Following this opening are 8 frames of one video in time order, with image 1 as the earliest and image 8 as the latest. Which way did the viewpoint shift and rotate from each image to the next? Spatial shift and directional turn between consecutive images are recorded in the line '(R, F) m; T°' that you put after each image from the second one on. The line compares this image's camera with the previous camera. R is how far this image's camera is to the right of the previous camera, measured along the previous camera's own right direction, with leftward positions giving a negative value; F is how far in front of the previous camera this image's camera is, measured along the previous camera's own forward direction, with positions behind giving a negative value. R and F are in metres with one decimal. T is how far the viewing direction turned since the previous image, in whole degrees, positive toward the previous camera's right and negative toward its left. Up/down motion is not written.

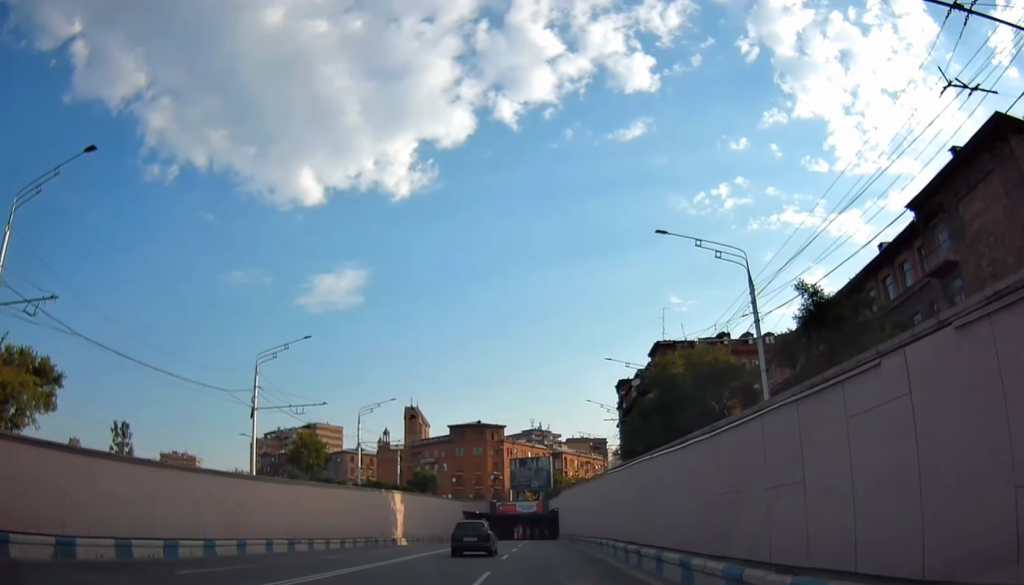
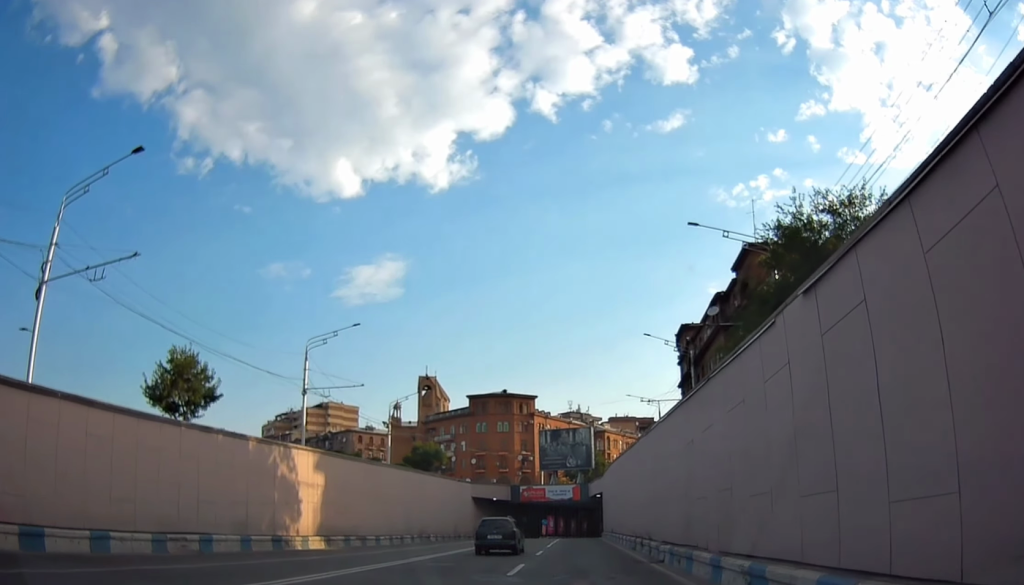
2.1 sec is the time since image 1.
(-1.7, +31.2) m; -5°
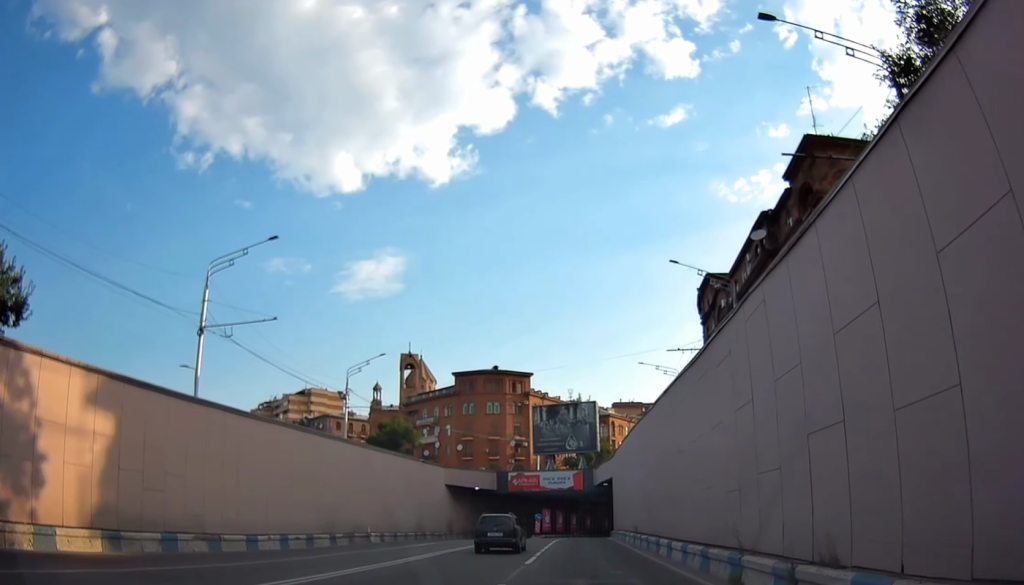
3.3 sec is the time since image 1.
(0.0, +18.3) m; +1°
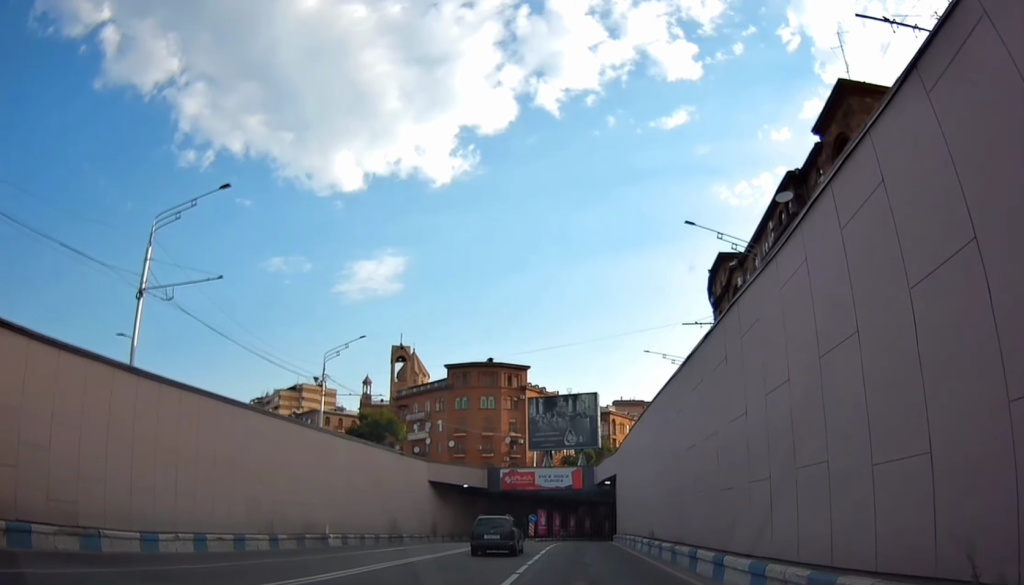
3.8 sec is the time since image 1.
(+0.1, +7.2) m; +1°
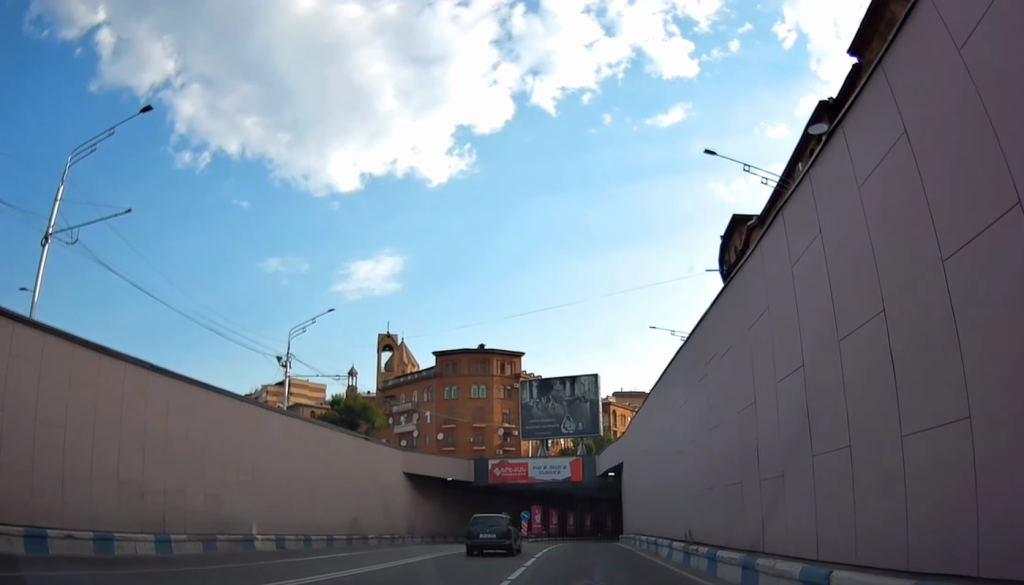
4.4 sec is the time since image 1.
(+0.1, +8.5) m; +1°
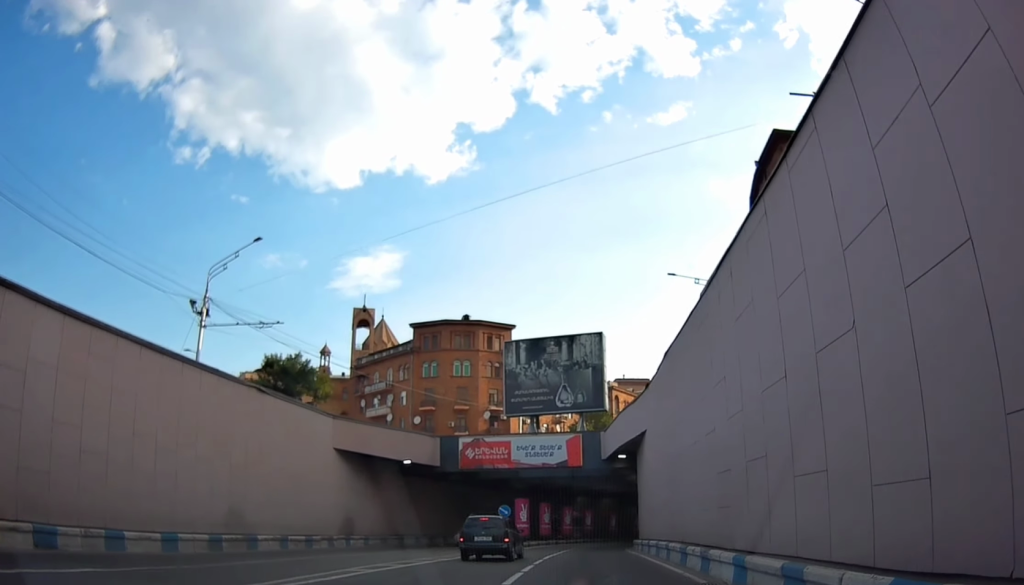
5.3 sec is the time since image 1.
(+0.1, +15.0) m; +1°
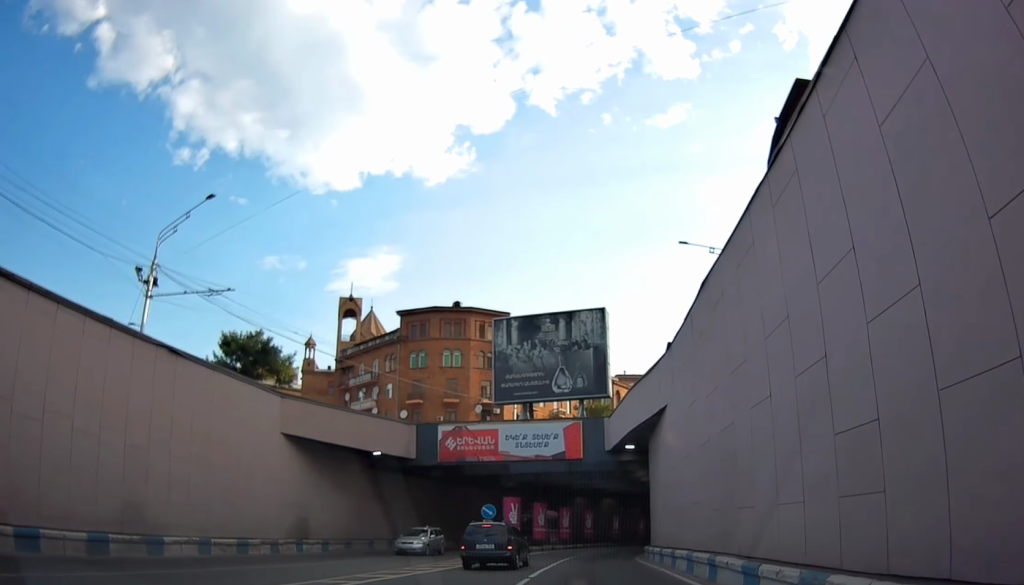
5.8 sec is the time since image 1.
(+0.1, +6.9) m; 0°
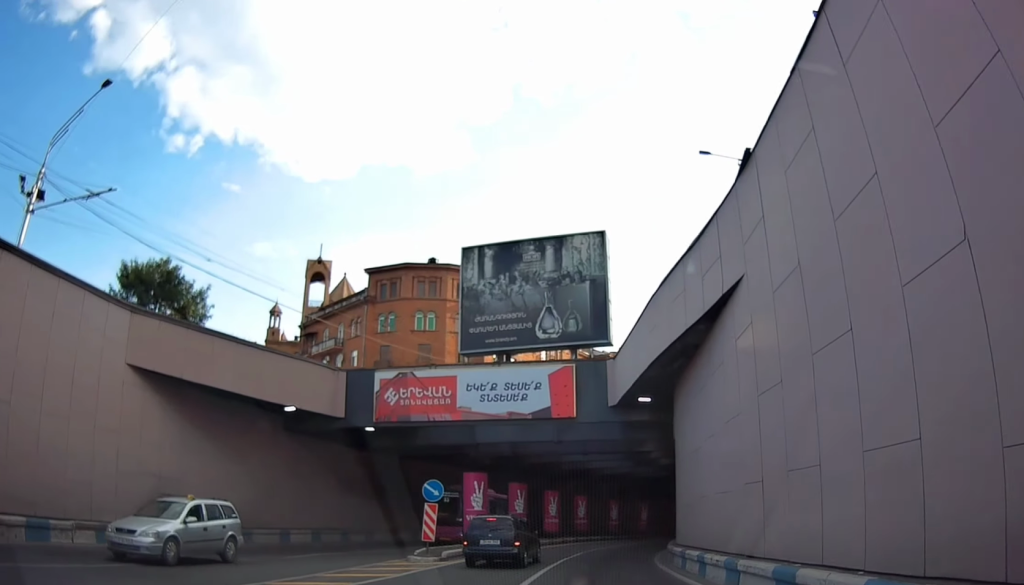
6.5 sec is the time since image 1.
(0.0, +11.4) m; 0°
